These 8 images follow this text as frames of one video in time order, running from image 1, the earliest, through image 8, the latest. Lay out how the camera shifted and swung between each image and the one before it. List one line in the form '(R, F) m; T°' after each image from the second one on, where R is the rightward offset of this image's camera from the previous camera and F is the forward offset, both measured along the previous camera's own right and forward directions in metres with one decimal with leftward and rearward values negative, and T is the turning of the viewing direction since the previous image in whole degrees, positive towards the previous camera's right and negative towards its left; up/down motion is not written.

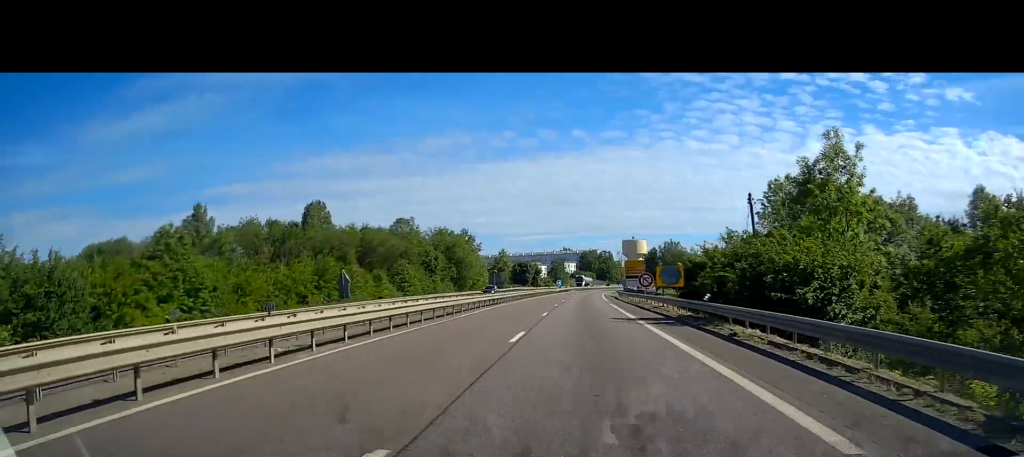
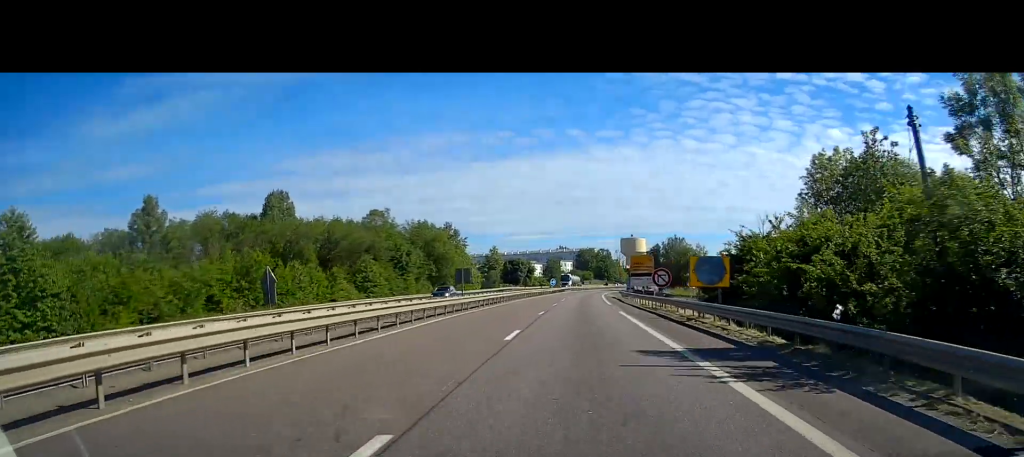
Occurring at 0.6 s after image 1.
(+0.1, +12.6) m; 0°
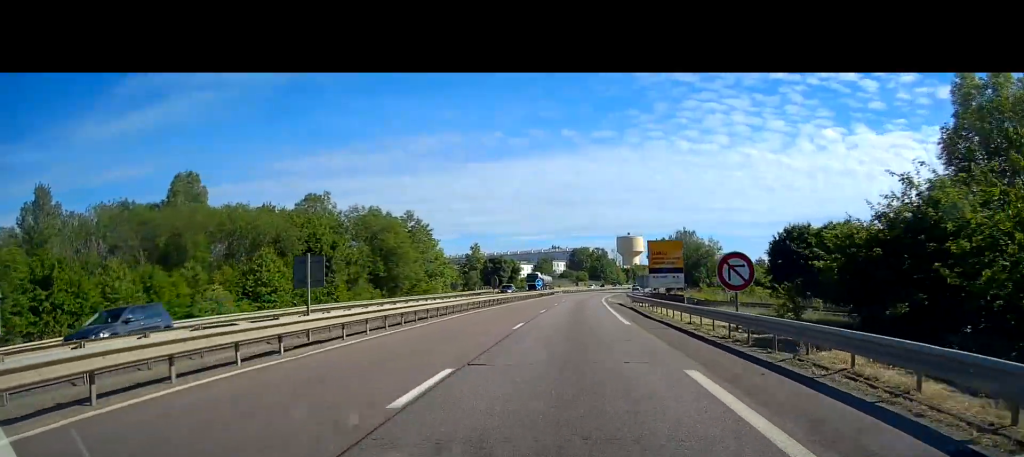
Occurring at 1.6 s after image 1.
(+0.1, +21.7) m; 0°
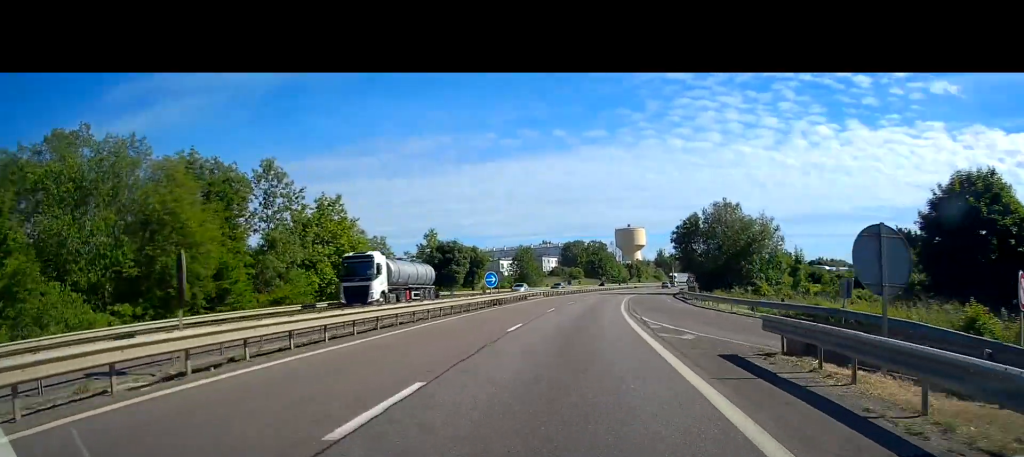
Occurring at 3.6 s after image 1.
(+0.2, +40.7) m; +1°
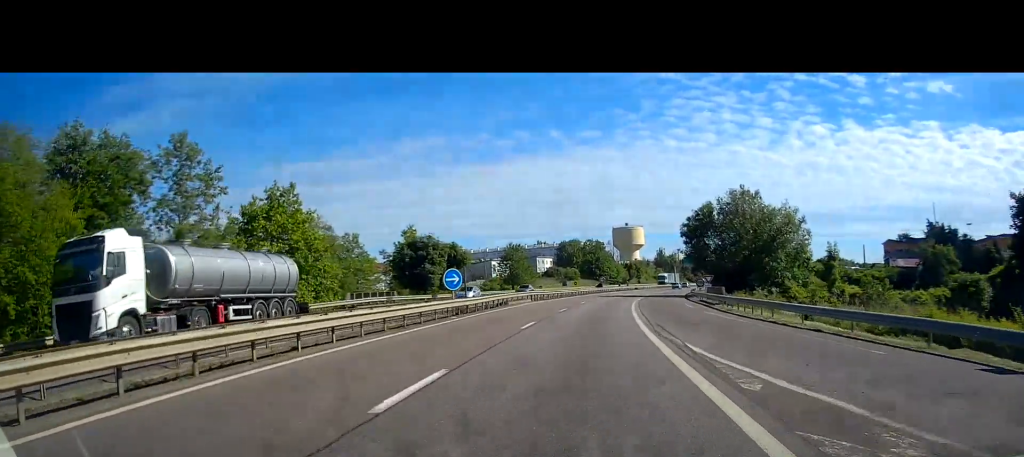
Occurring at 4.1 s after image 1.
(0.0, +12.0) m; +1°
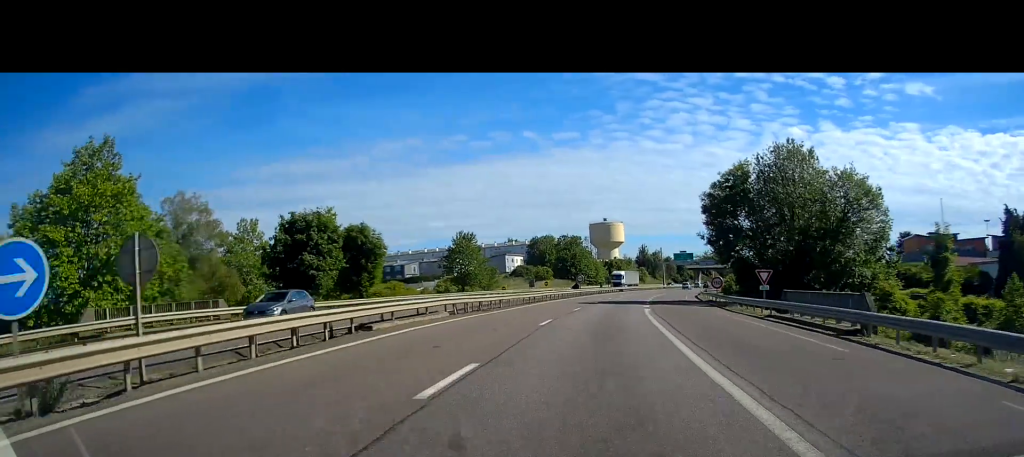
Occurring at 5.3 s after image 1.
(+0.4, +25.6) m; +2°
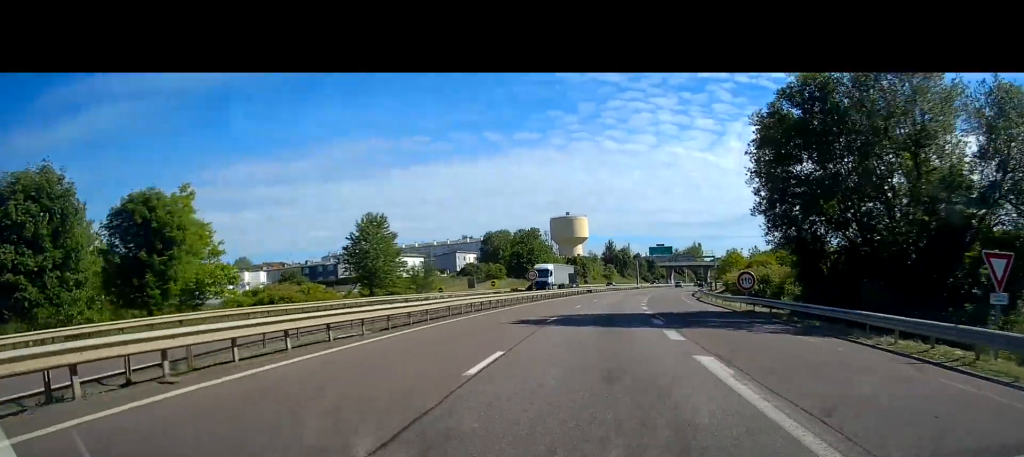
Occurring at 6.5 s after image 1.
(+0.8, +24.3) m; +5°
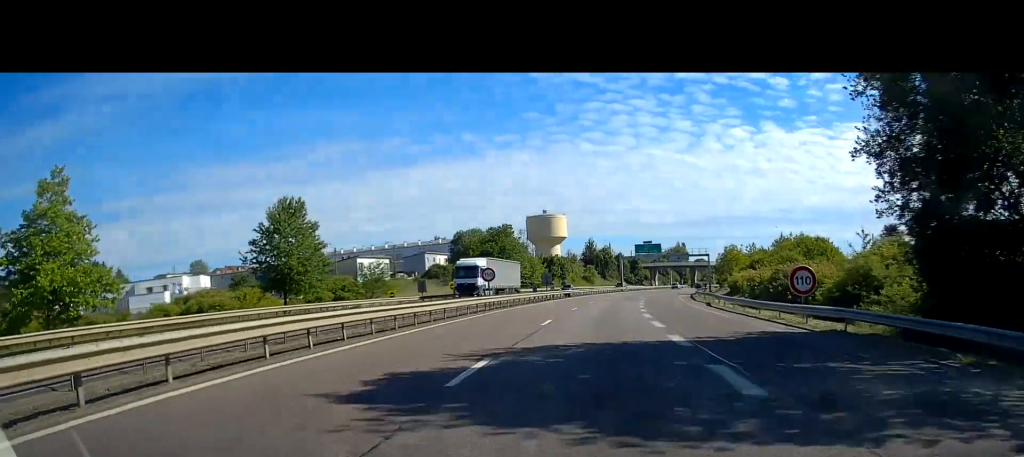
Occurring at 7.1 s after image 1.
(+0.6, +14.4) m; +2°
